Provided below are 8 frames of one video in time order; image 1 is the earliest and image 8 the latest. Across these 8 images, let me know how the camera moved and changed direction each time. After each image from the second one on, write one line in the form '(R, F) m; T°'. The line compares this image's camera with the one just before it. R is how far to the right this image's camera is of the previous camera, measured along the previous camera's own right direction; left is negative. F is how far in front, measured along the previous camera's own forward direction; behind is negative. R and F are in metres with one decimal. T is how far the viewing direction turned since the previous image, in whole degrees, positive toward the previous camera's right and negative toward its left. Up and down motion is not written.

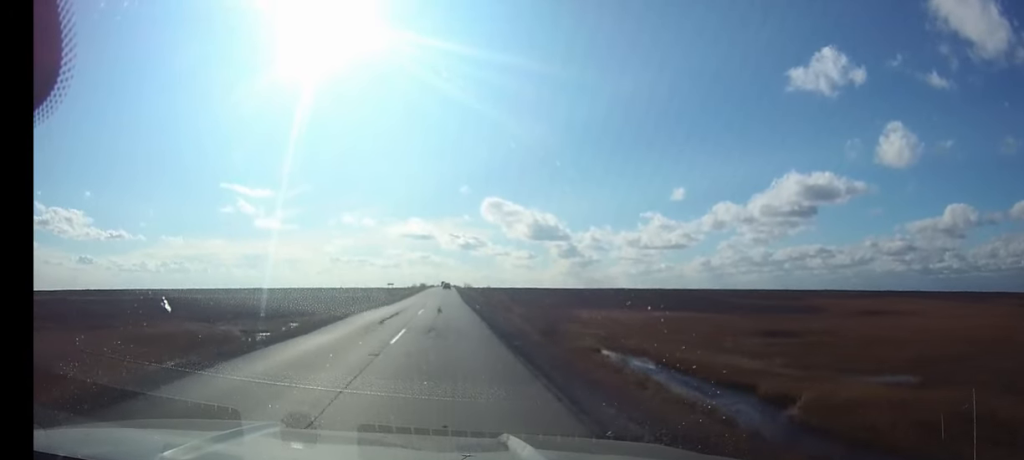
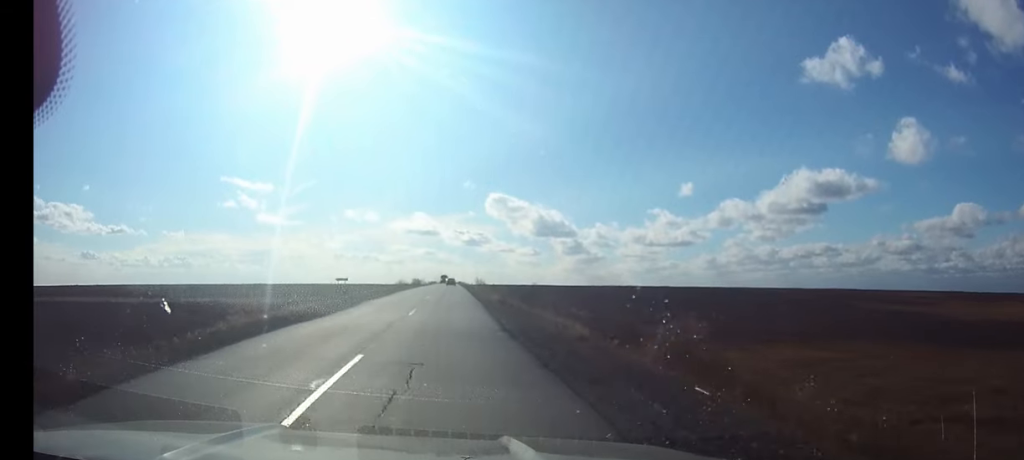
(-0.2, +72.0) m; 0°
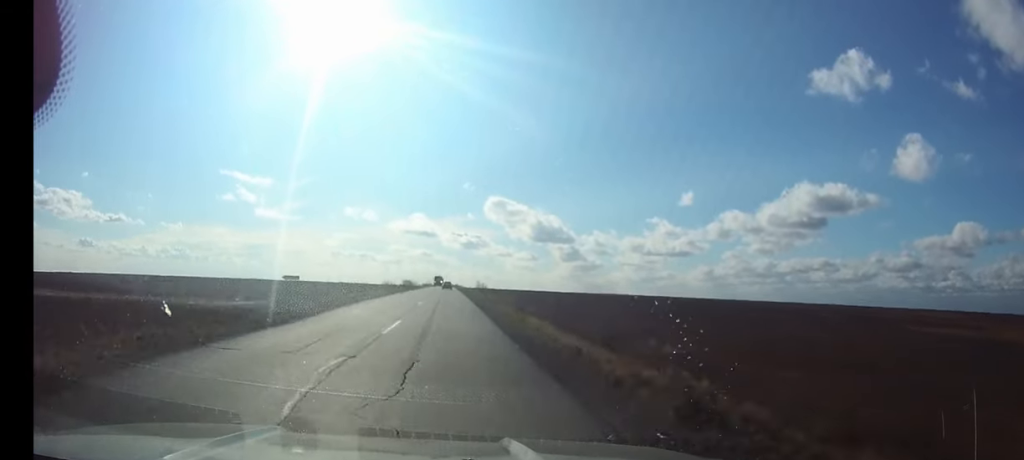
(0.0, +24.5) m; 0°
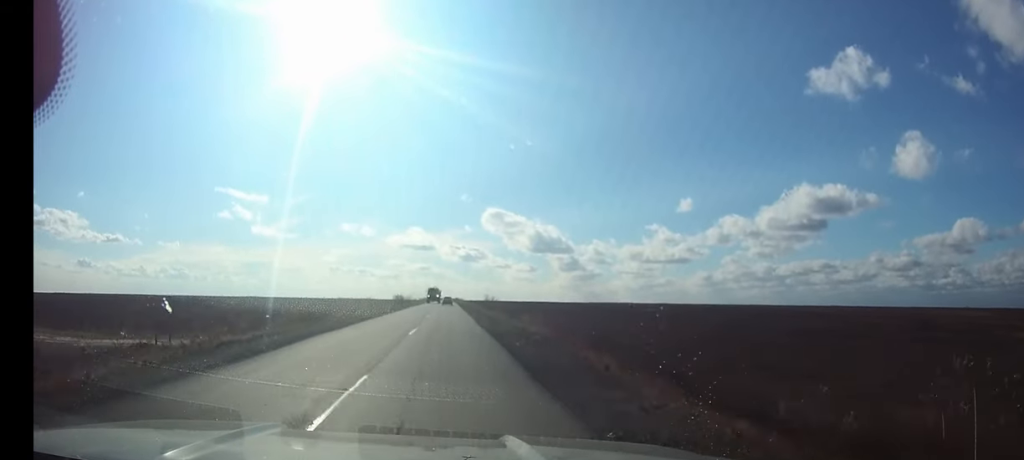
(+0.1, +25.0) m; 0°
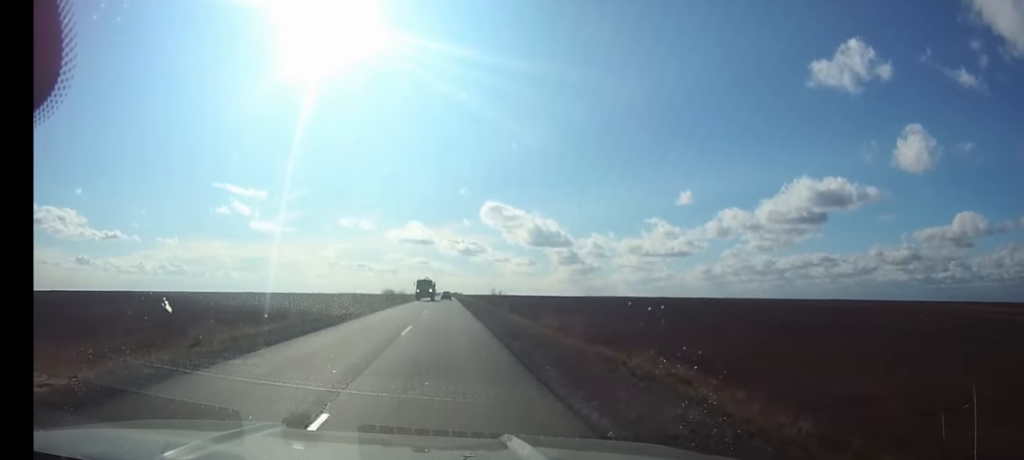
(0.0, +18.5) m; 0°
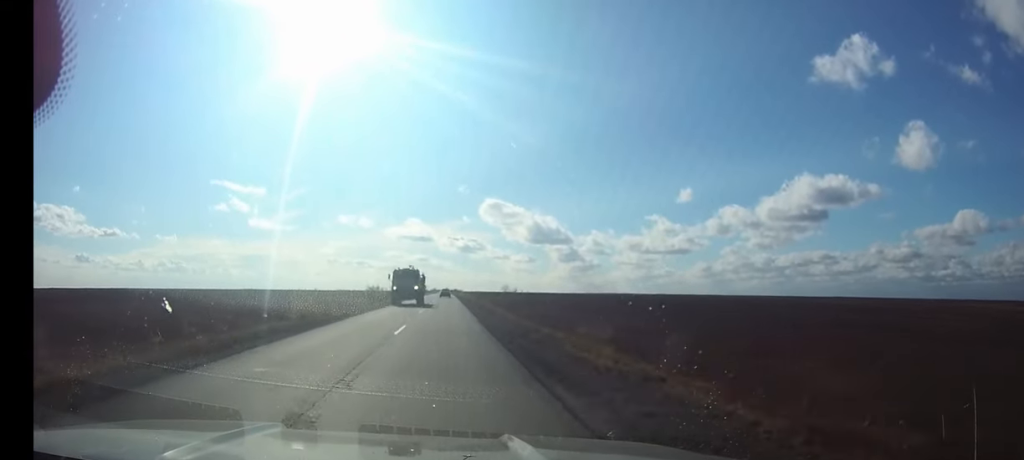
(0.0, +18.6) m; 0°
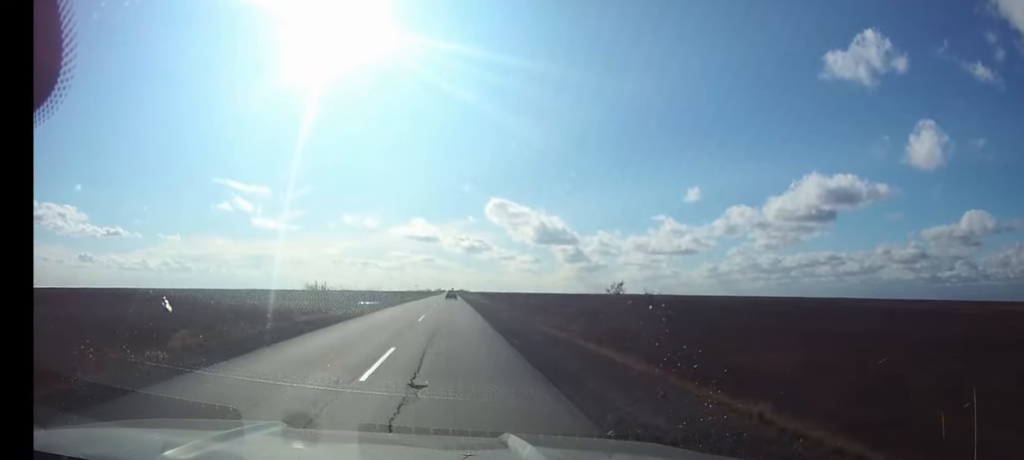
(-0.1, +41.7) m; 0°
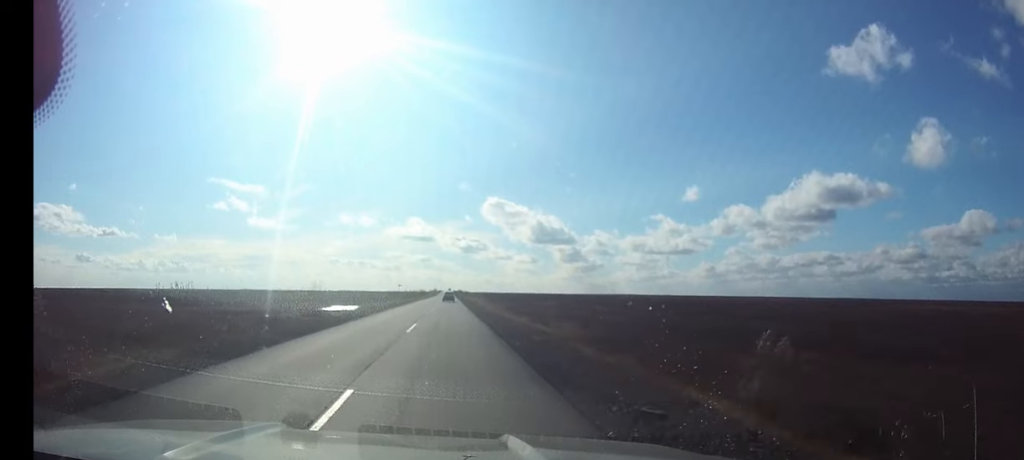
(0.0, +35.0) m; 0°
